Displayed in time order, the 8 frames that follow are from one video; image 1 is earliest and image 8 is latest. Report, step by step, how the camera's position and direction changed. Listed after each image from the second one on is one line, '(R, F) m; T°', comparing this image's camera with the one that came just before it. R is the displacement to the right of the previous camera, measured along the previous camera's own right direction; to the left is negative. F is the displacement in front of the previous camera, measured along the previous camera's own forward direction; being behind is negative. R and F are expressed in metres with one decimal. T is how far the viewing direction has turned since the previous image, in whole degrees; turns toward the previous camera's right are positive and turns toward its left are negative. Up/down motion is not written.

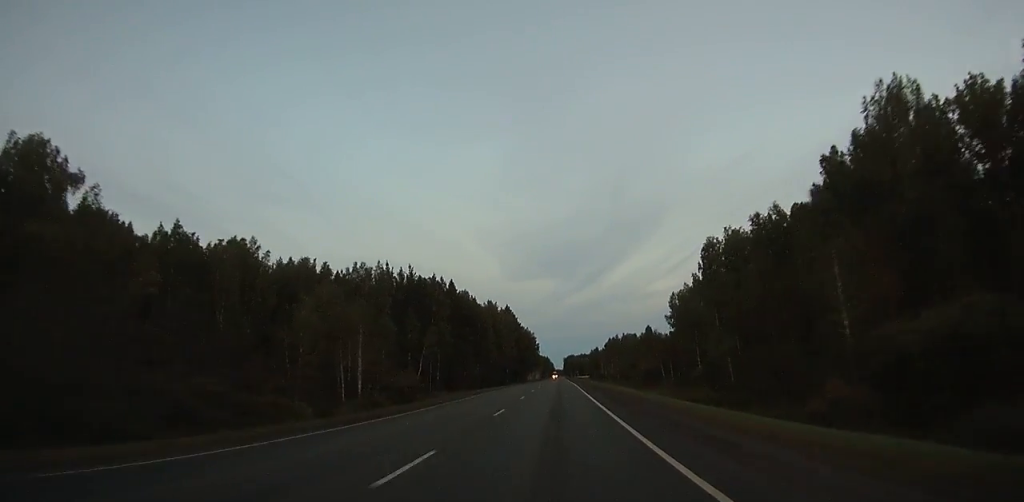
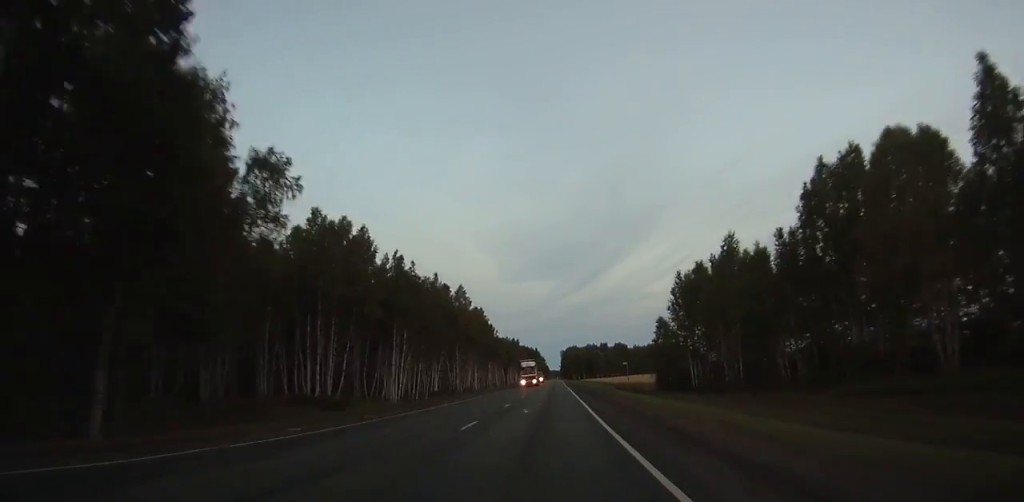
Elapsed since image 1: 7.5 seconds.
(+0.2, +206.6) m; 0°
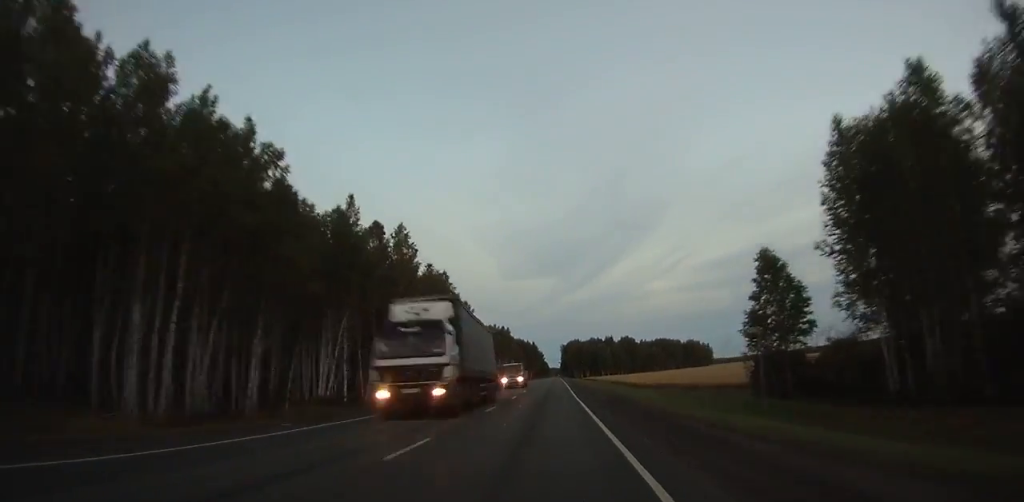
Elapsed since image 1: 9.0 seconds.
(-0.1, +41.4) m; 0°
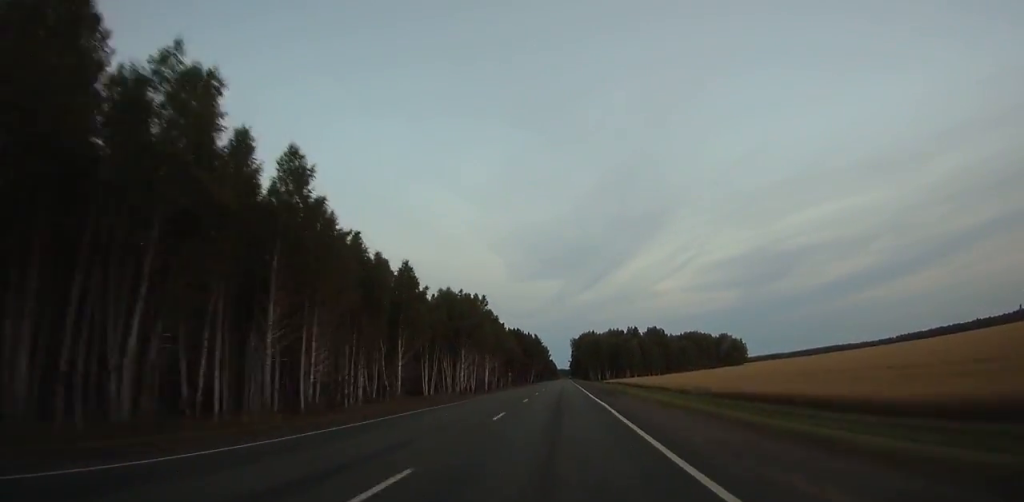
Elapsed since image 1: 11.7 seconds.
(-0.3, +74.7) m; 0°
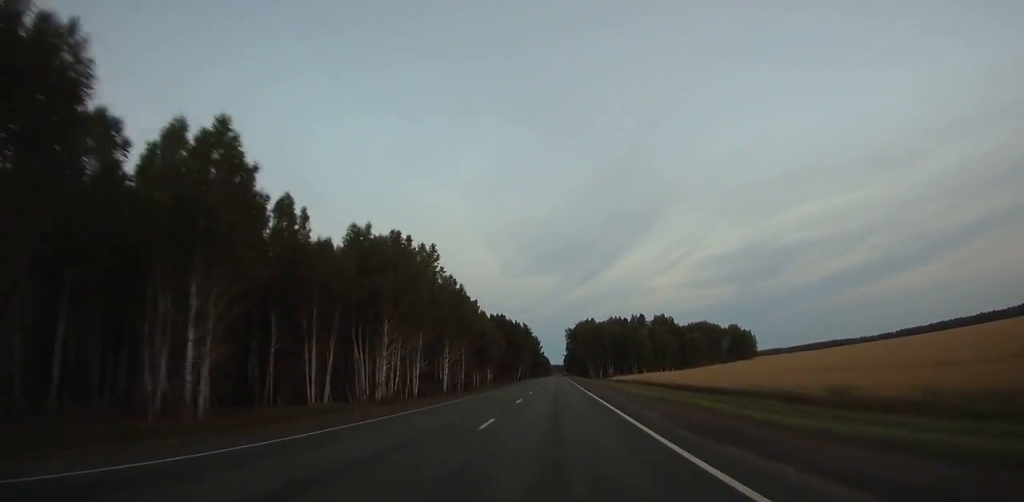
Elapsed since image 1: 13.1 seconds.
(-0.2, +38.8) m; 0°
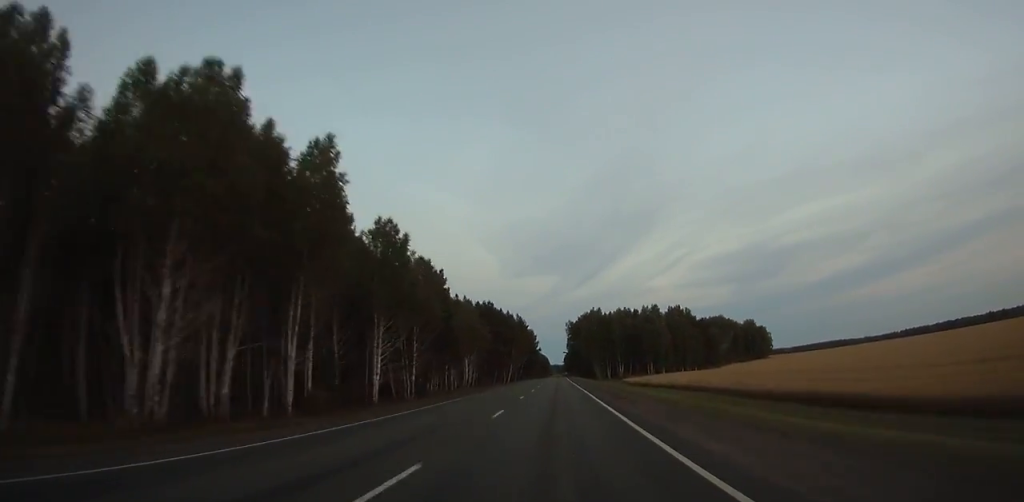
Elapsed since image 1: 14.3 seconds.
(+0.1, +33.6) m; 0°
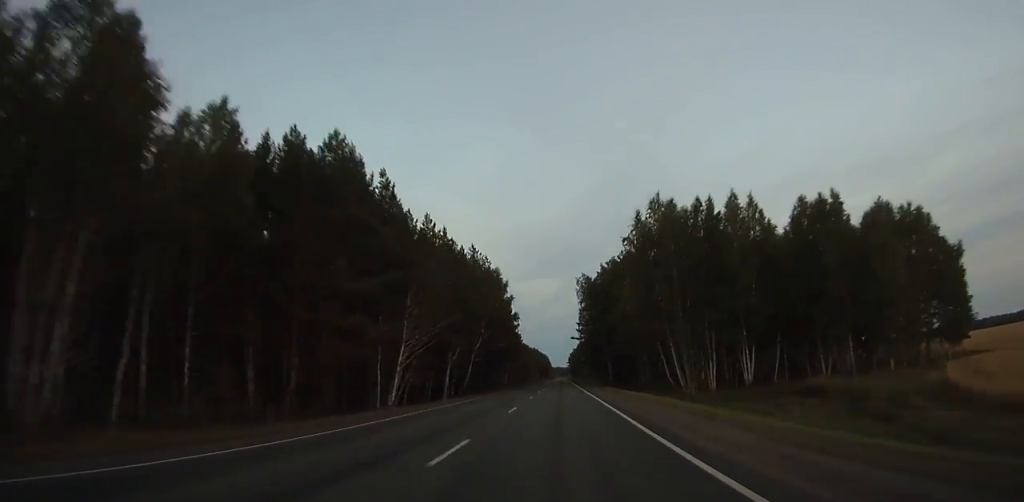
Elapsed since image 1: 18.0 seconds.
(-0.2, +104.6) m; 0°
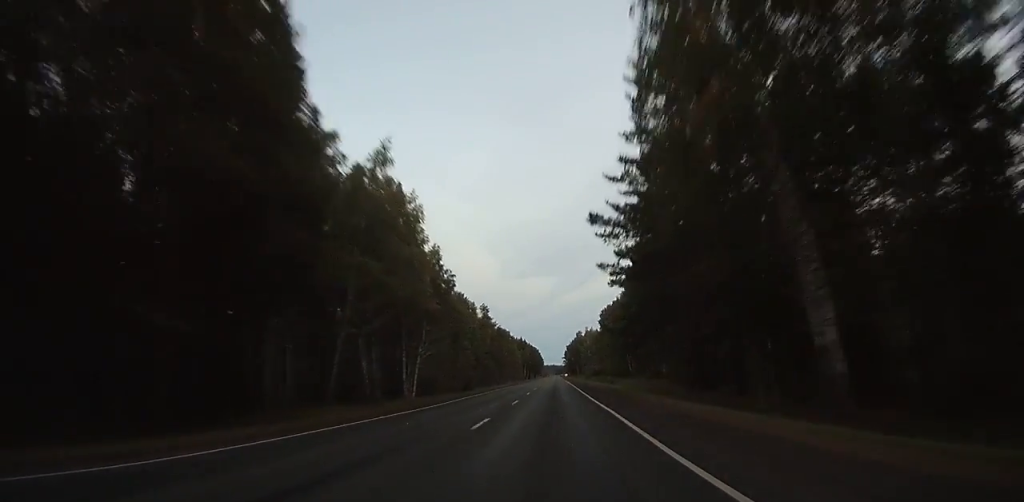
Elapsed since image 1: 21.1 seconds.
(+0.1, +89.4) m; 0°
